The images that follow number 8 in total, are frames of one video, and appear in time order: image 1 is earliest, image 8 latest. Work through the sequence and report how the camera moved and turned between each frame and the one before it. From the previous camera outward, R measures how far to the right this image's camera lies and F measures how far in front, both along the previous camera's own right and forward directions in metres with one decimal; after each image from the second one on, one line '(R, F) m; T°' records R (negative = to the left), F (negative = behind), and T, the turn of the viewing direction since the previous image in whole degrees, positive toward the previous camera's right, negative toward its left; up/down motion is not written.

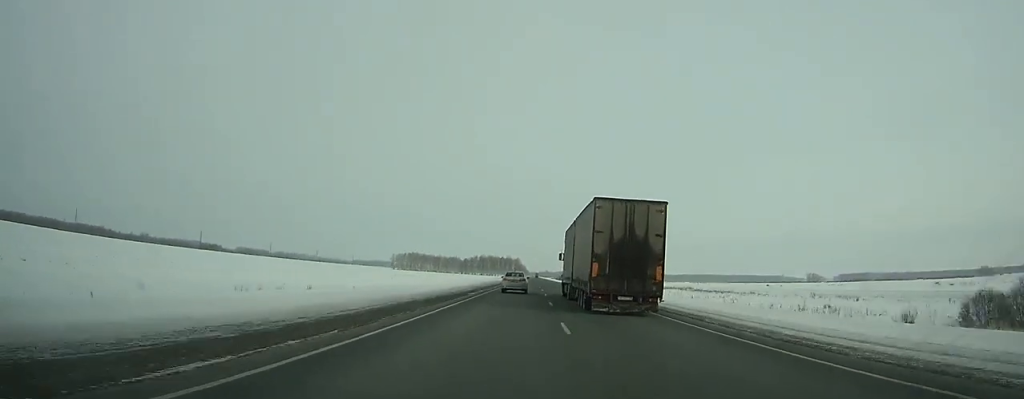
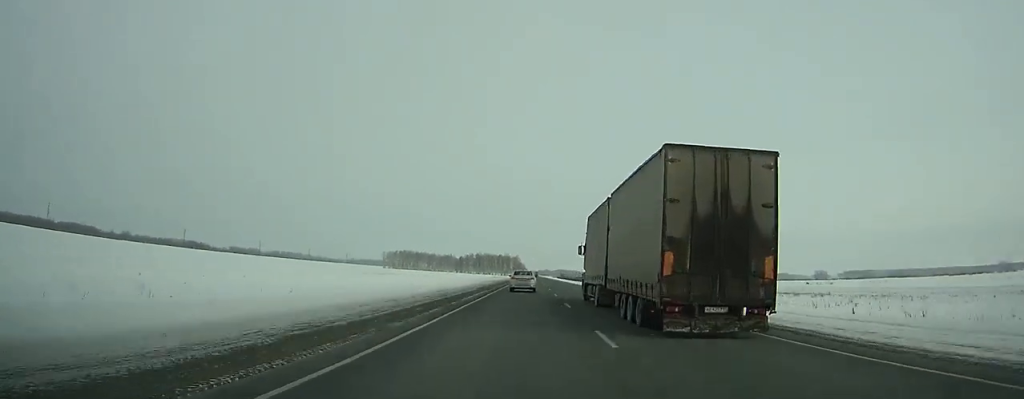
(0.0, +37.4) m; 0°
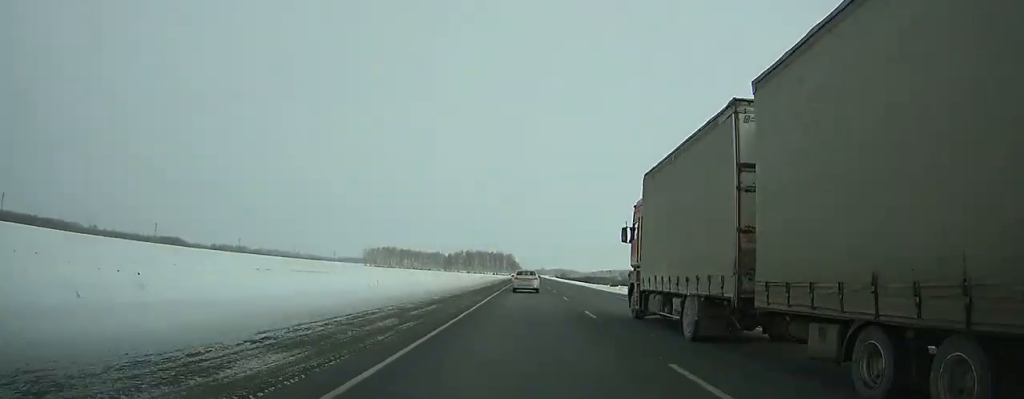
(+0.2, +53.5) m; 0°
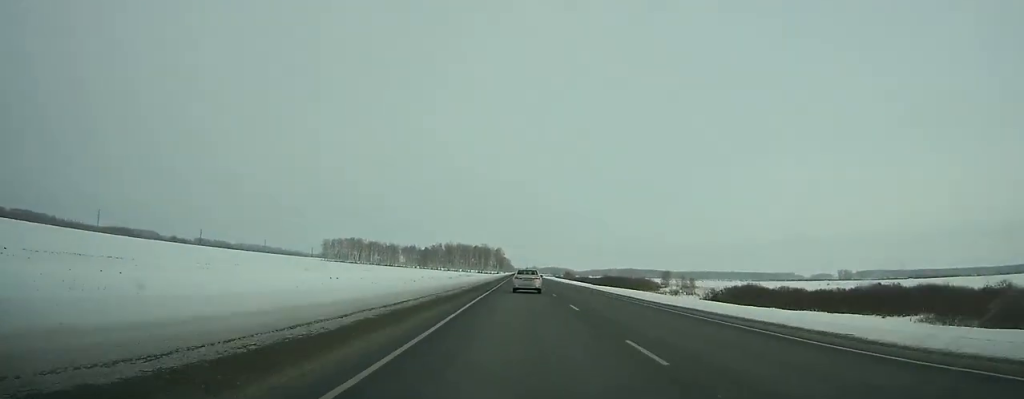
(+0.7, +93.1) m; +1°
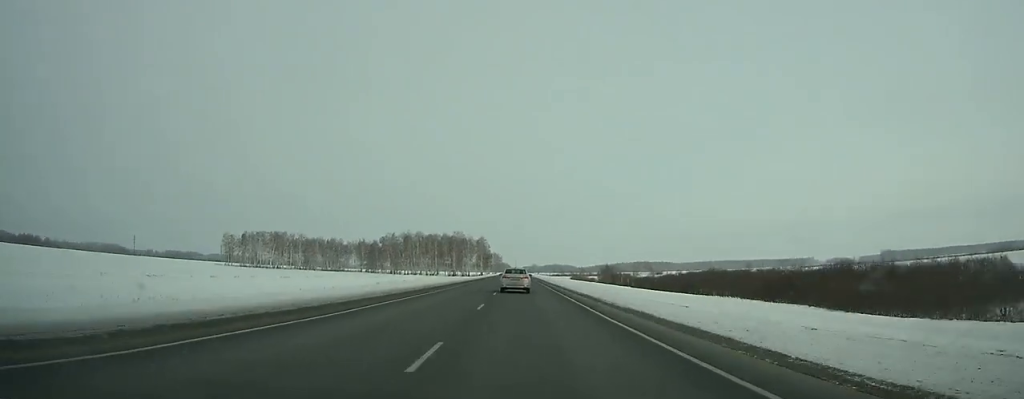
(+0.6, +143.4) m; 0°
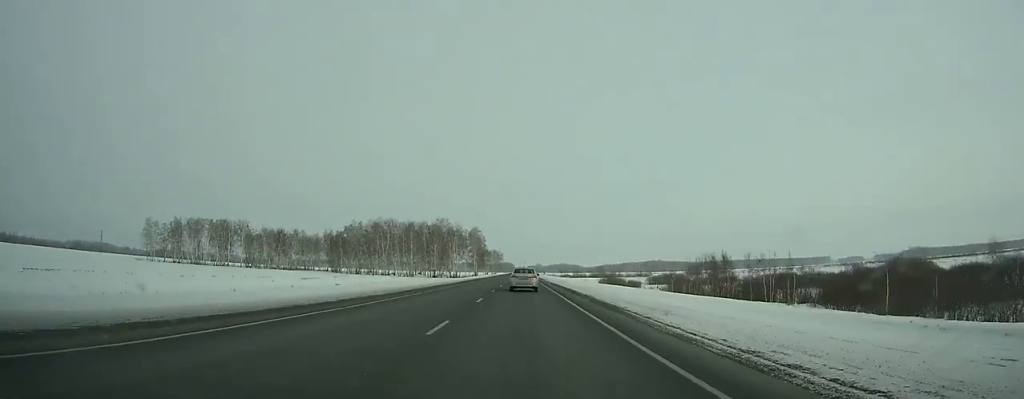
(-0.8, +67.5) m; -1°
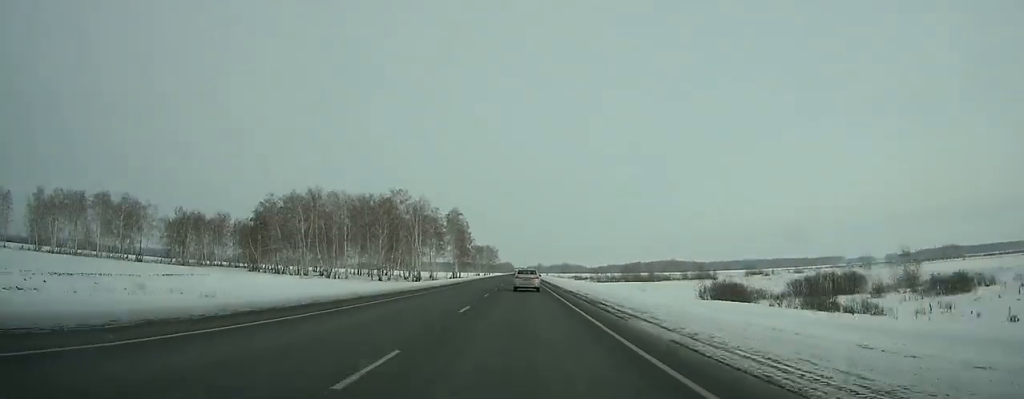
(-0.1, +77.8) m; 0°
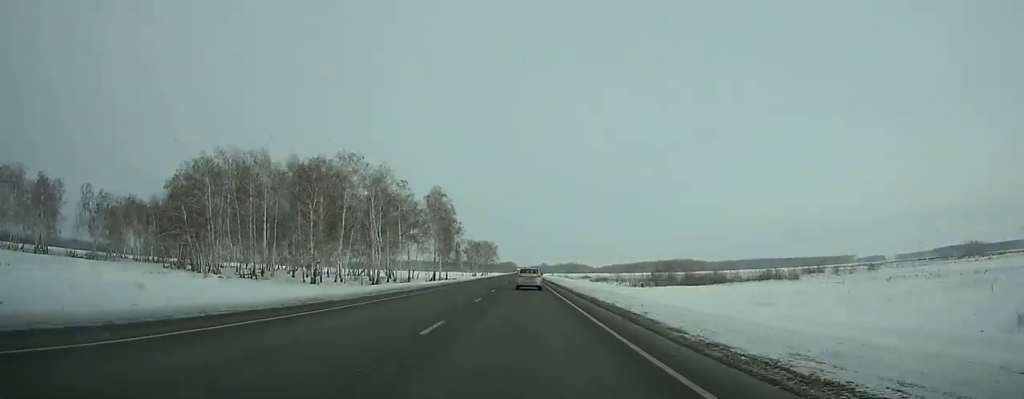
(0.0, +42.8) m; 0°
